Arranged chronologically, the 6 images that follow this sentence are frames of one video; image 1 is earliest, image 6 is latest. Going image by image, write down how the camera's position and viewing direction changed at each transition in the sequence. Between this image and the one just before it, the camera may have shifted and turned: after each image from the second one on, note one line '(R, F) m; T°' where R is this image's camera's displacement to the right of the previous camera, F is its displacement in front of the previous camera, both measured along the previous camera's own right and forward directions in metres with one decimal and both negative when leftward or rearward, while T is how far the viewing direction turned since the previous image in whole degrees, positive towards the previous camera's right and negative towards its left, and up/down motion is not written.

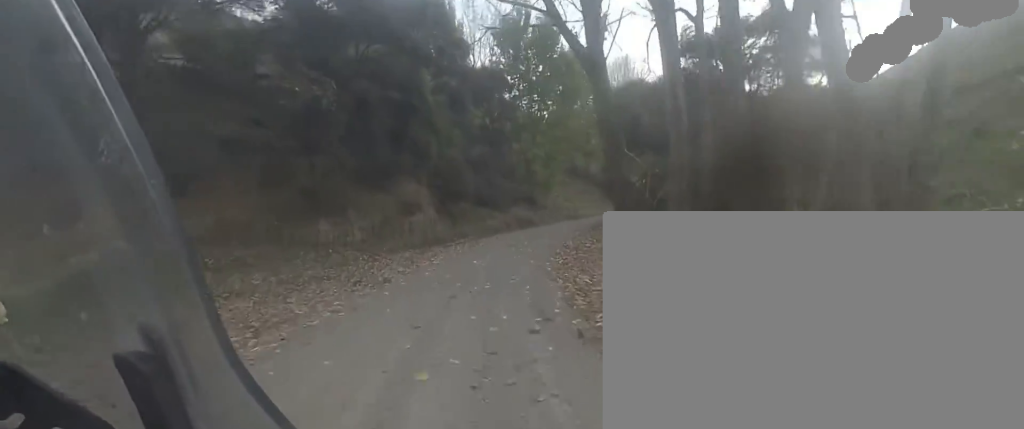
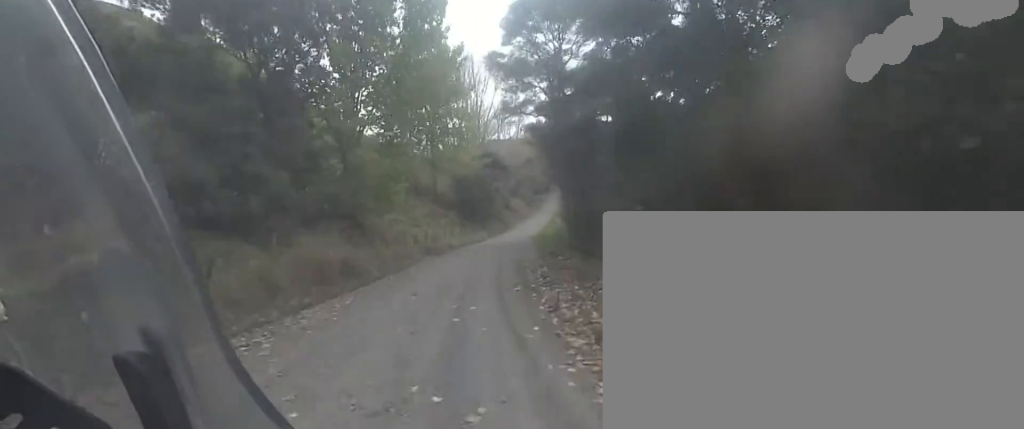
(+2.0, +23.3) m; +12°
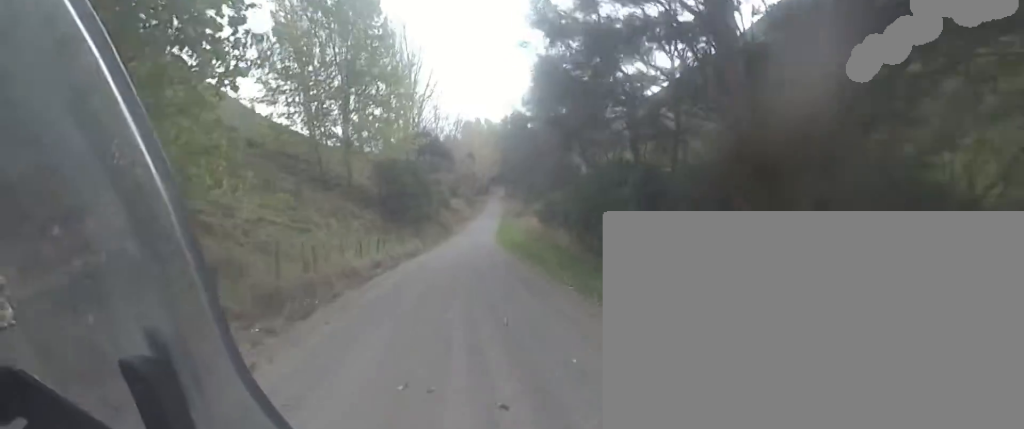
(+2.3, +18.4) m; +8°
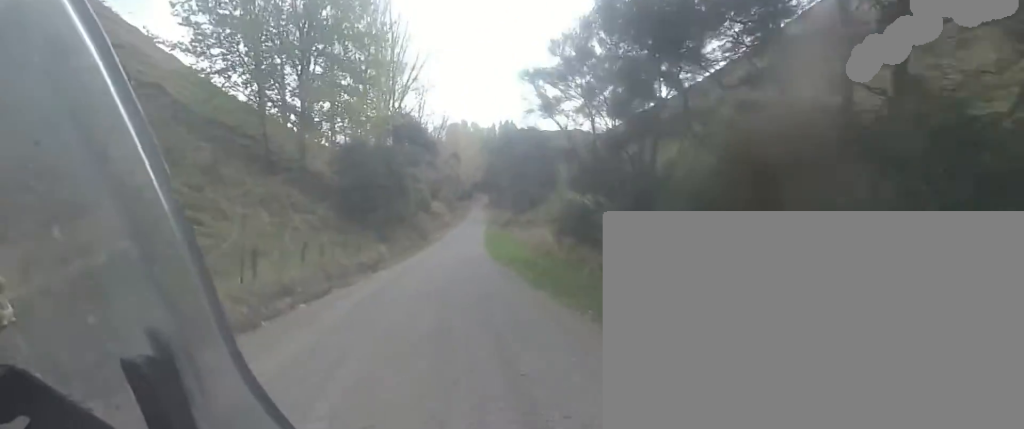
(0.0, +10.2) m; 0°
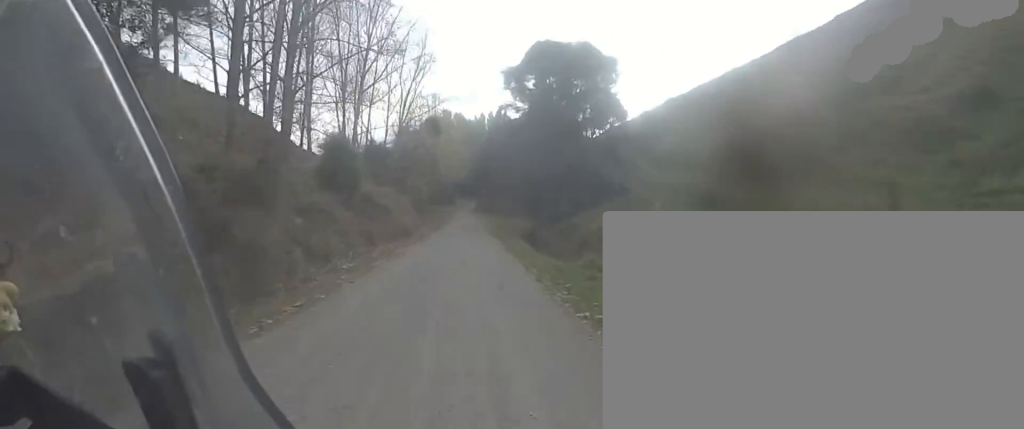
(+0.5, +39.1) m; +5°
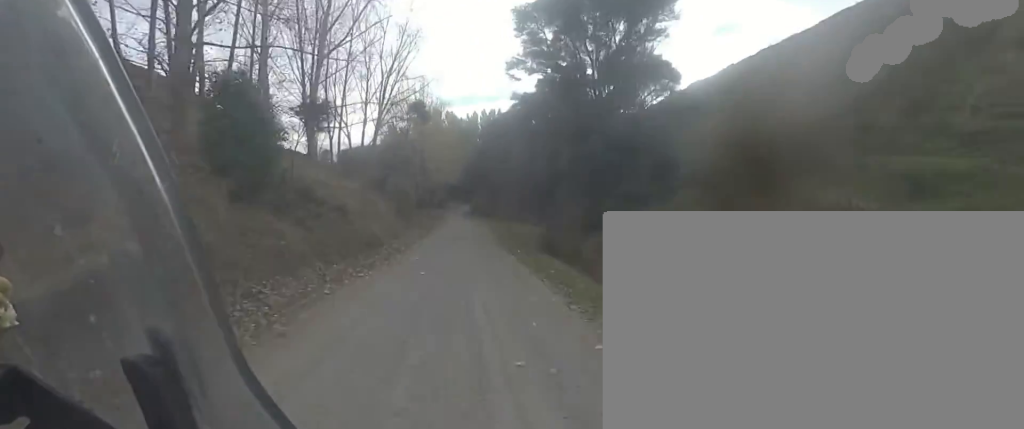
(+0.6, +10.8) m; +3°
